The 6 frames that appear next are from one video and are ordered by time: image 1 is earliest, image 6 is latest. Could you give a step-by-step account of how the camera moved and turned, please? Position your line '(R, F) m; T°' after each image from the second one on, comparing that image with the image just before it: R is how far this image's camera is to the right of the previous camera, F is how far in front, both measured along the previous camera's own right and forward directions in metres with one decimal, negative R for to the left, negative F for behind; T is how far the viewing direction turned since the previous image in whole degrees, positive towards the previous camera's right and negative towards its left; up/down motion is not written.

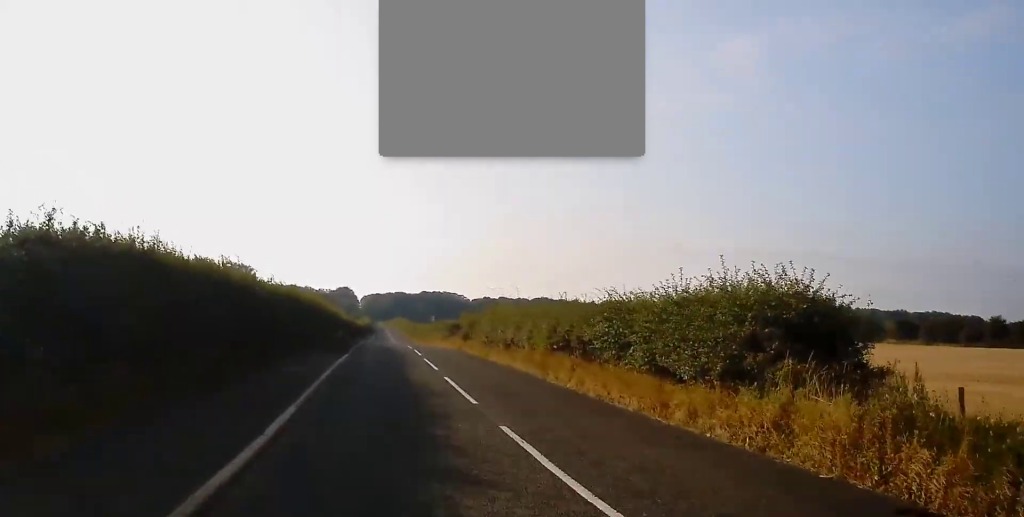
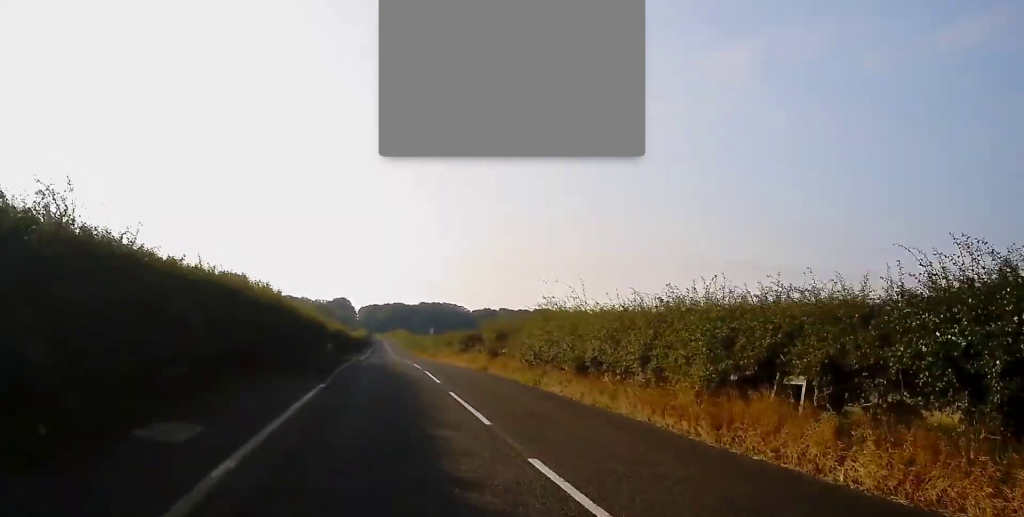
(+0.1, +11.0) m; -1°
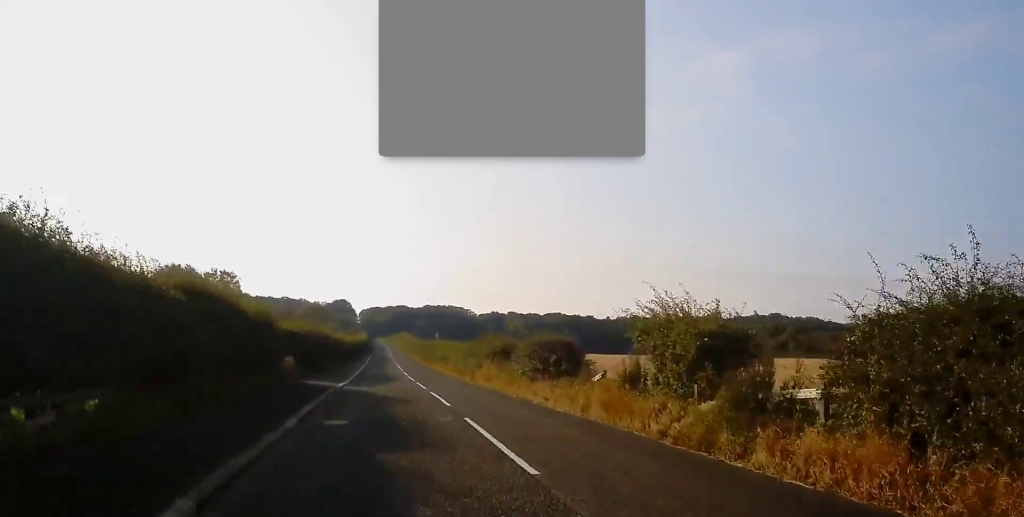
(-0.3, +21.4) m; 0°
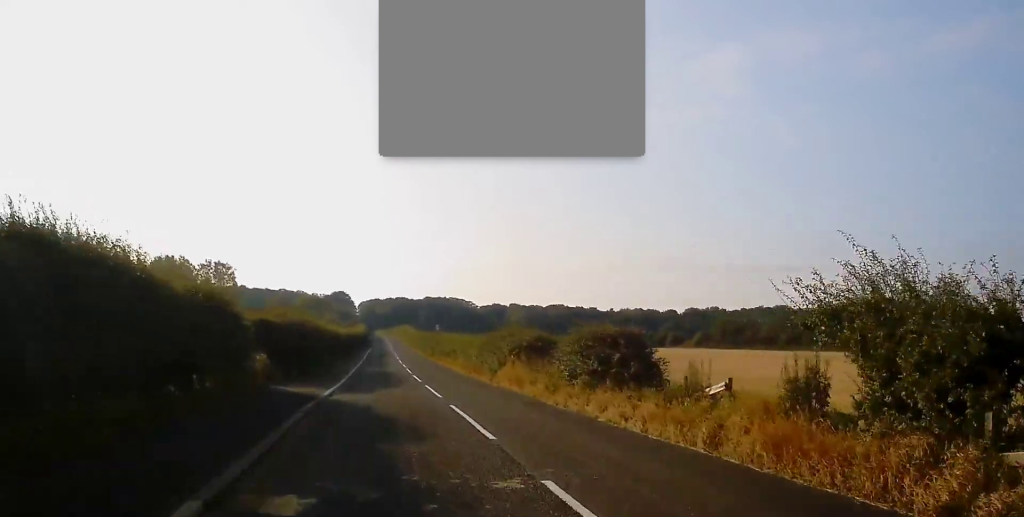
(+0.1, +6.4) m; 0°
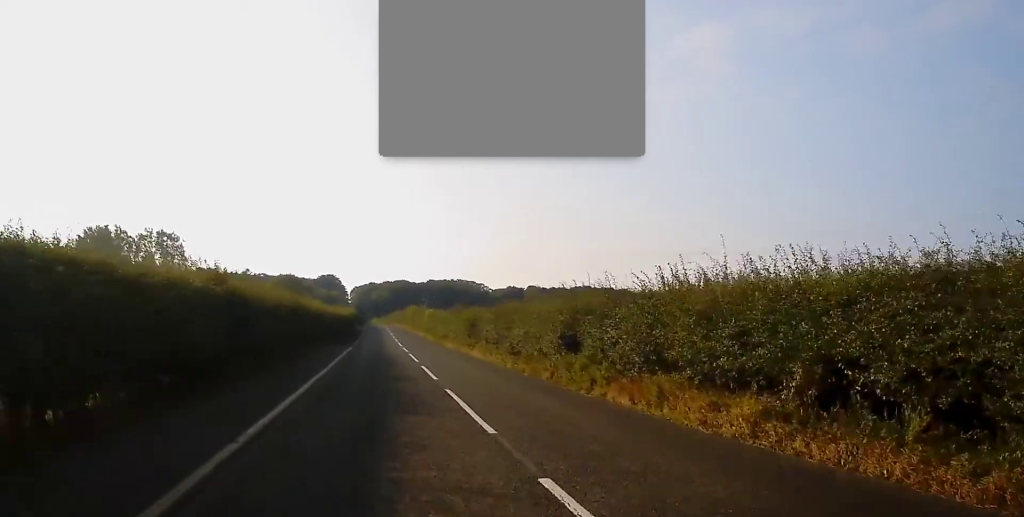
(+0.4, +54.0) m; 0°
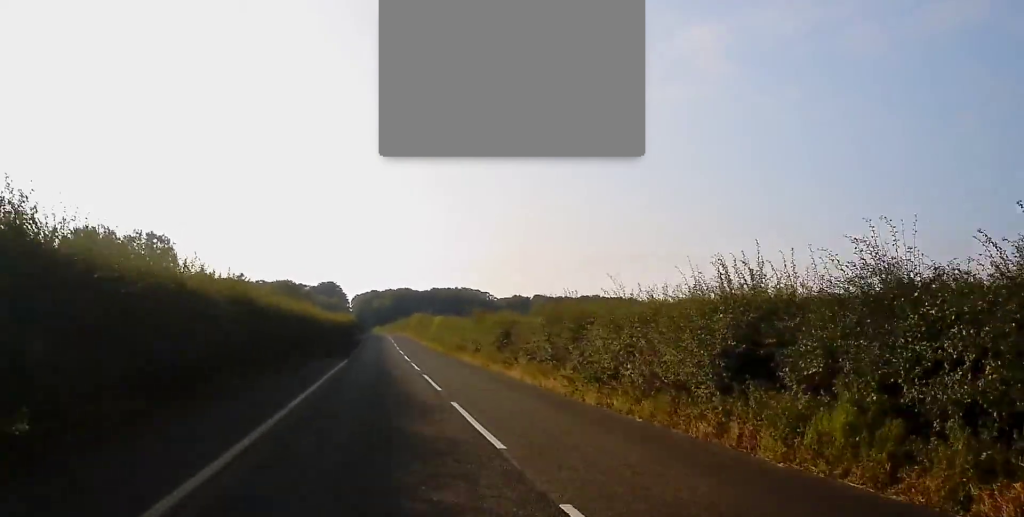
(0.0, +9.7) m; 0°
